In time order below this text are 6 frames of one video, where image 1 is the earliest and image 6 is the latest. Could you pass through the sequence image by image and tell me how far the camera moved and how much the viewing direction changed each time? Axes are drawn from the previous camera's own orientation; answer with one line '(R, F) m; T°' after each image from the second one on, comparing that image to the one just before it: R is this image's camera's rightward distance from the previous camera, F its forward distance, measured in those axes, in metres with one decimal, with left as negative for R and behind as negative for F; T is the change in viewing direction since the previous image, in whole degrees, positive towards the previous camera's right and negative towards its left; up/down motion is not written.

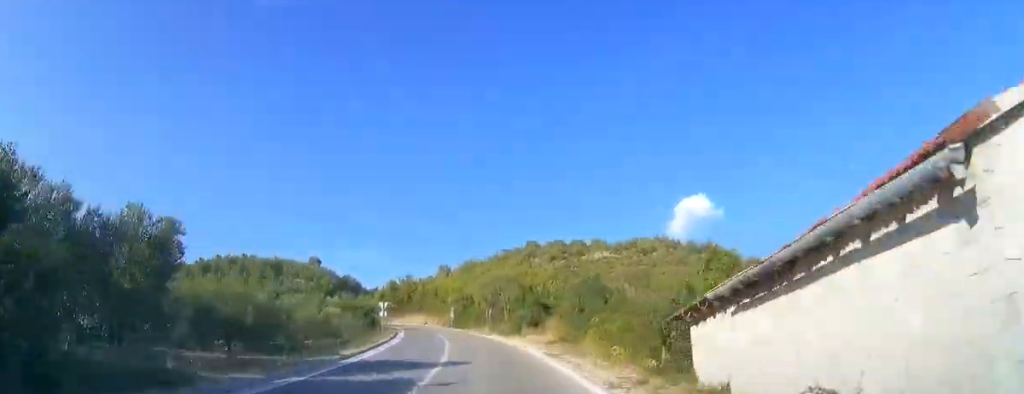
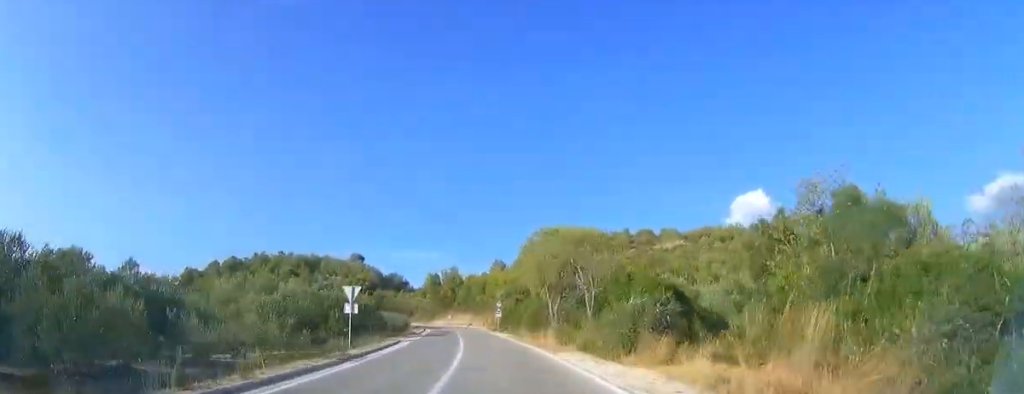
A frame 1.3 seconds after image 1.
(-0.6, +21.9) m; -3°
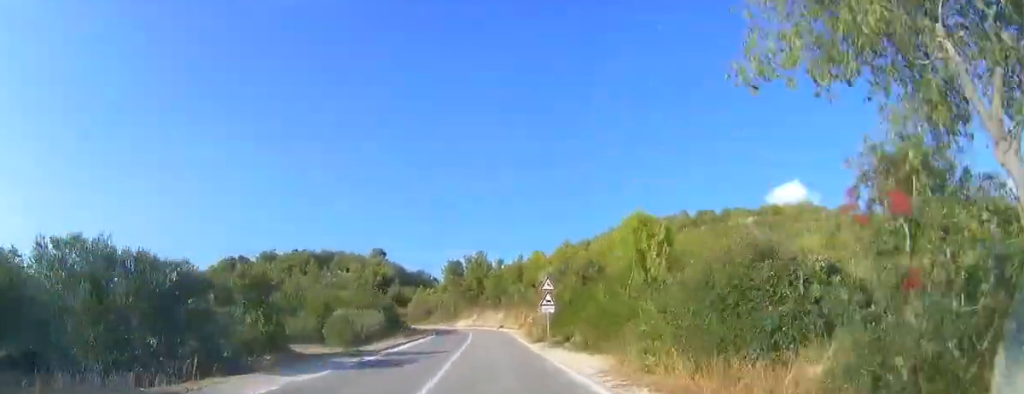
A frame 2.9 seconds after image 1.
(-1.3, +27.4) m; -5°
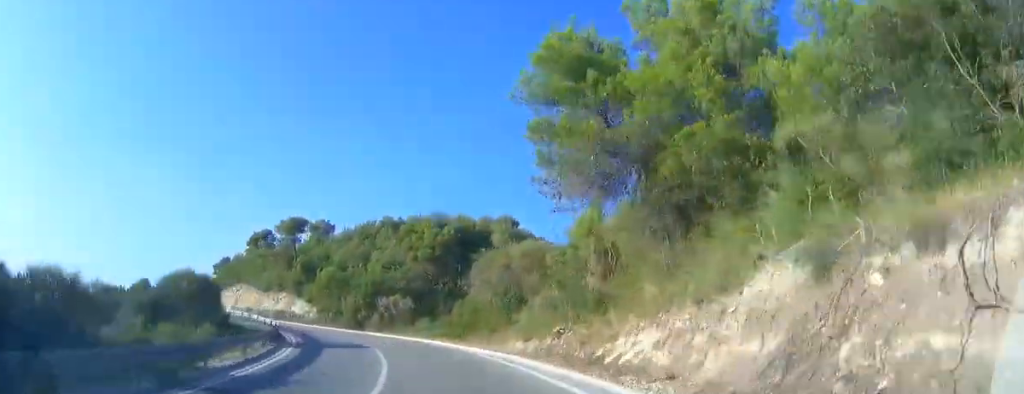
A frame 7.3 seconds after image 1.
(-7.5, +71.8) m; -18°
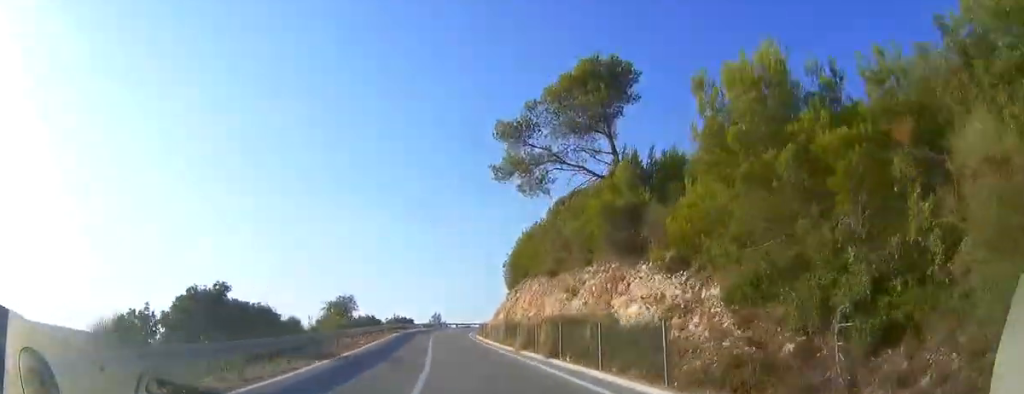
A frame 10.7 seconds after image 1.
(-14.0, +49.2) m; -33°
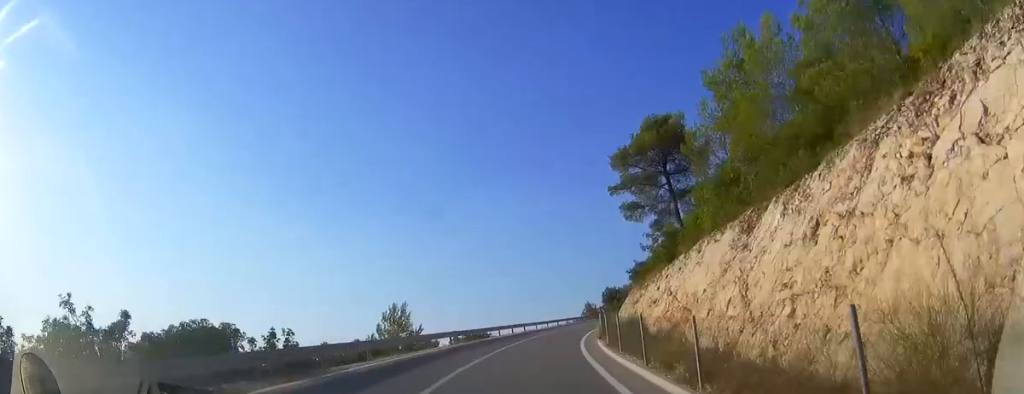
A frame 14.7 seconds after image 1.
(-9.1, +63.7) m; -4°
